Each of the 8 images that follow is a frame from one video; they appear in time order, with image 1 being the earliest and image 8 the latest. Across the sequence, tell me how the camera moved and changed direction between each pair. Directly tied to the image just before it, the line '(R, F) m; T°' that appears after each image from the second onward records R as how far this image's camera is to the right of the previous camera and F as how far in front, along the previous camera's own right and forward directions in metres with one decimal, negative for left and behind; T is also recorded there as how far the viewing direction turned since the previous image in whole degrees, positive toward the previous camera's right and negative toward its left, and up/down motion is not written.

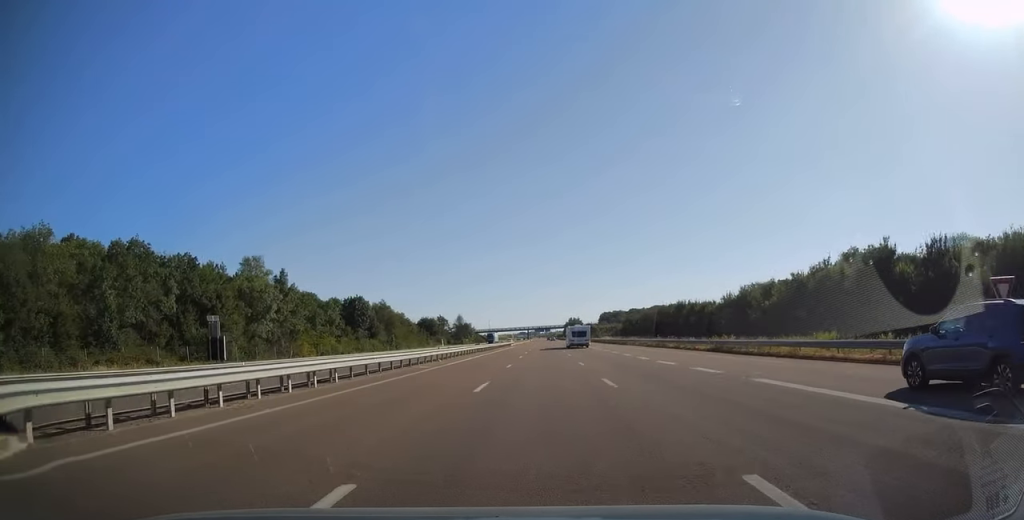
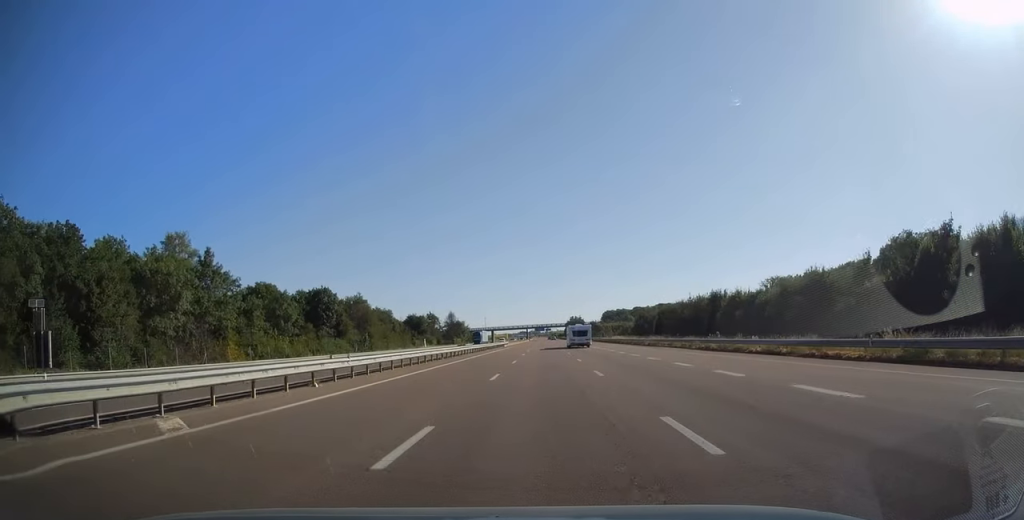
(+0.1, +22.1) m; 0°
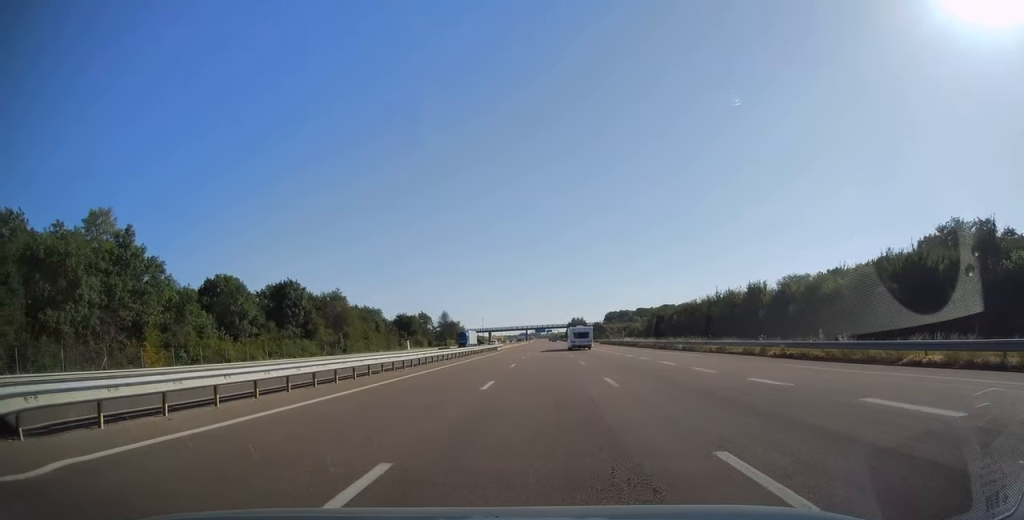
(-0.1, +15.9) m; 0°
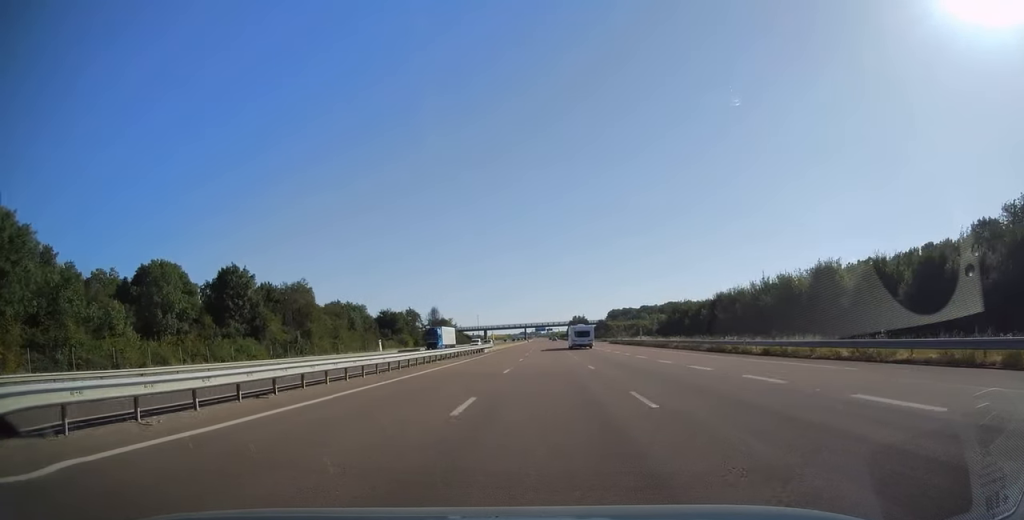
(0.0, +19.0) m; 0°
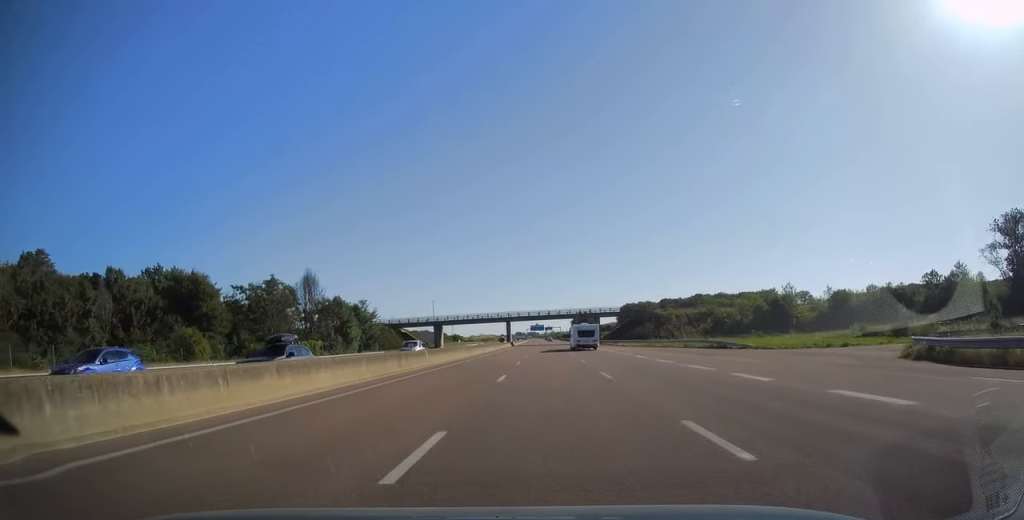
(-0.2, +96.7) m; 0°
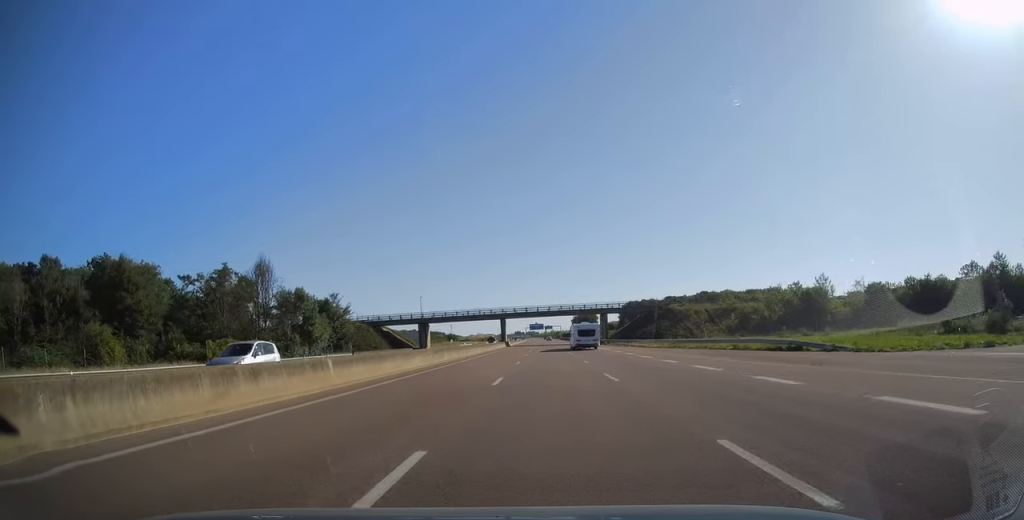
(+0.2, +14.9) m; 0°
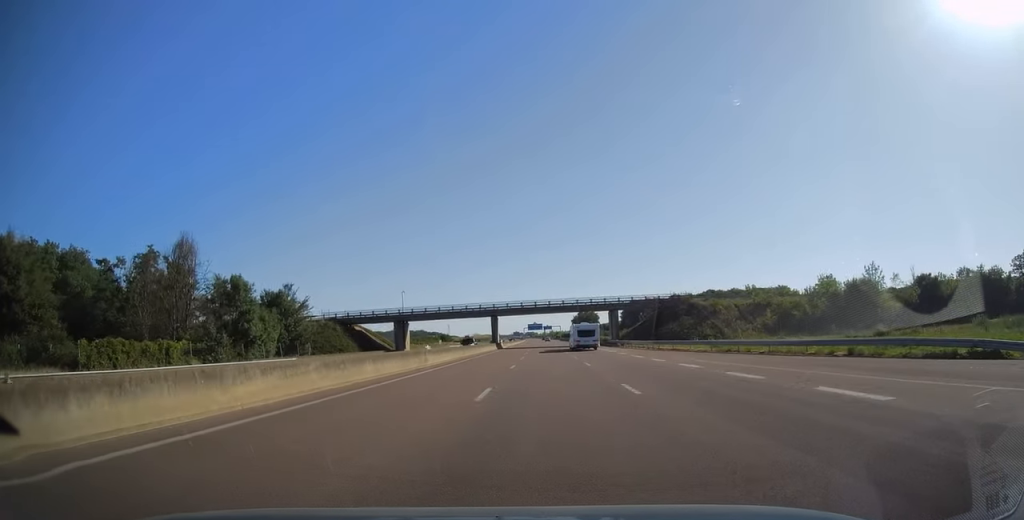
(-0.1, +17.0) m; 0°
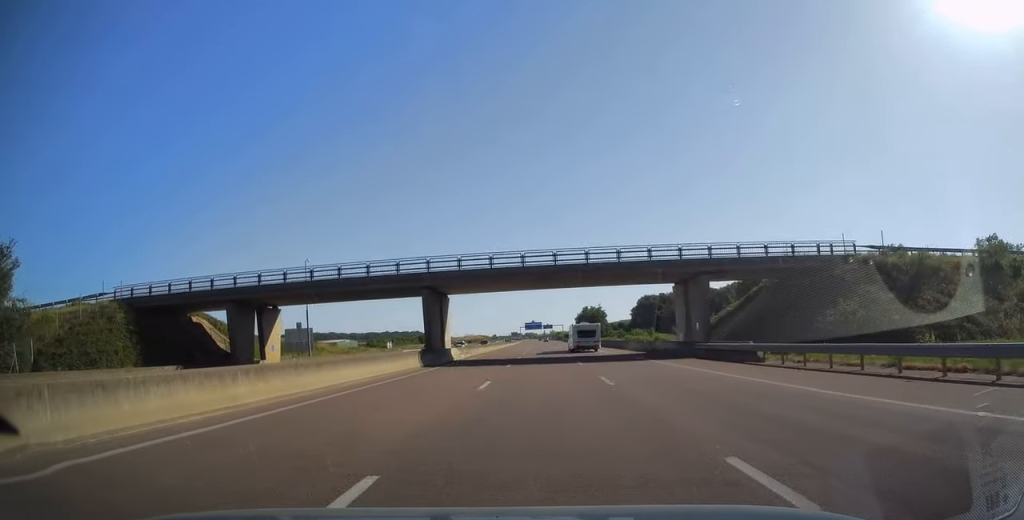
(+0.2, +49.9) m; 0°
